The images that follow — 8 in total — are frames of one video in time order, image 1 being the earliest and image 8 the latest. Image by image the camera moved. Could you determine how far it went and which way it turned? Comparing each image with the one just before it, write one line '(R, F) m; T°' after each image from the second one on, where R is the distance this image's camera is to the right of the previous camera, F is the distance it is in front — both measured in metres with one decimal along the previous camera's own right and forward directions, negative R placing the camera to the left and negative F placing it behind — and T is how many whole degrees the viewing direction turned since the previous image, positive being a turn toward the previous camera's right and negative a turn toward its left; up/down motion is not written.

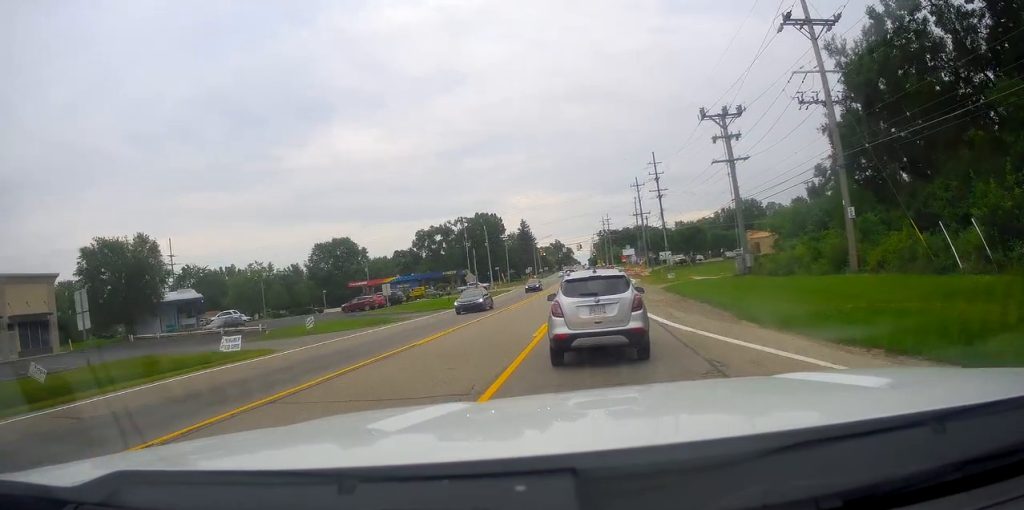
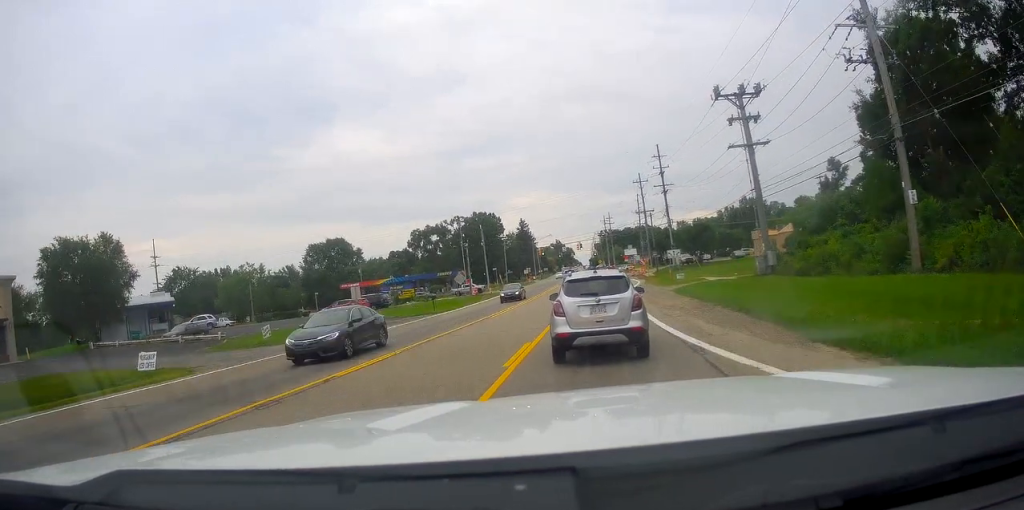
(0.0, +5.2) m; 0°
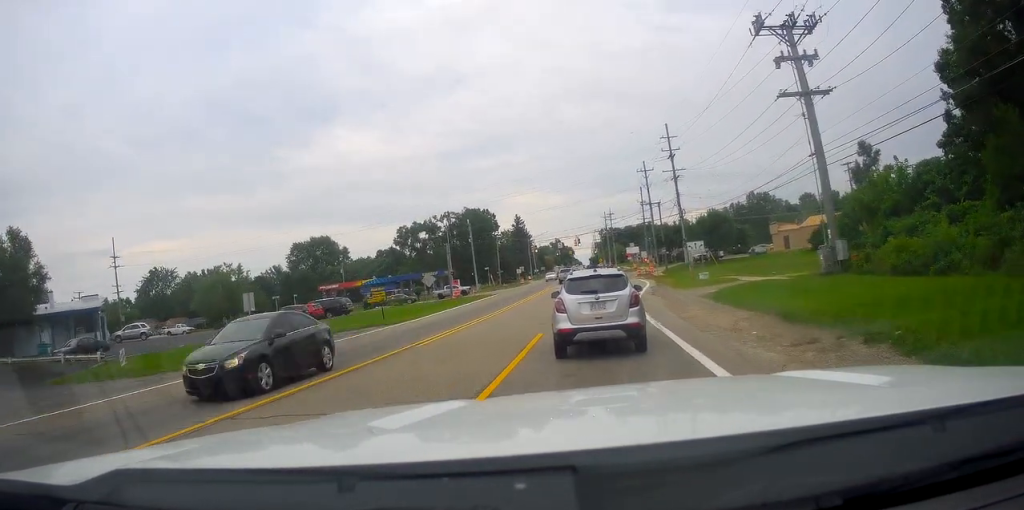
(0.0, +10.7) m; 0°
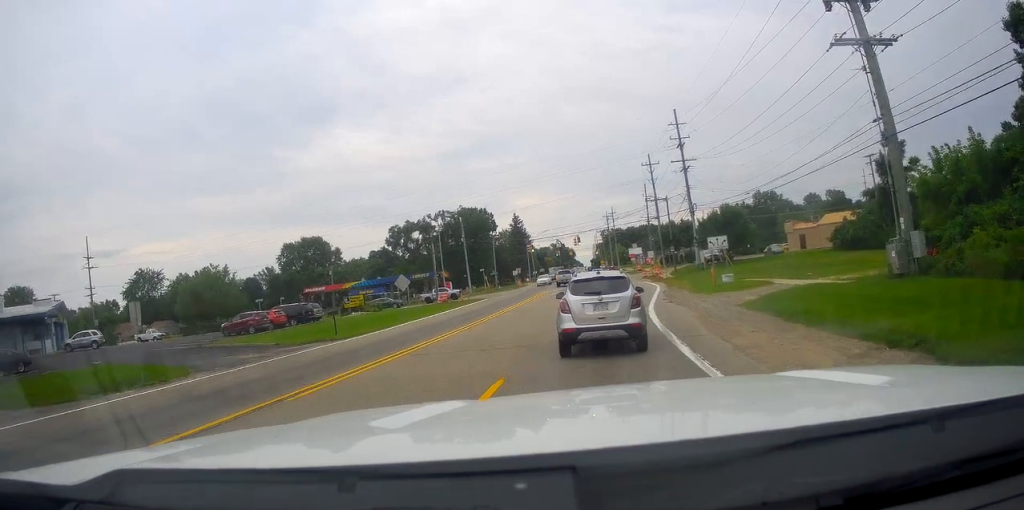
(0.0, +7.1) m; -4°
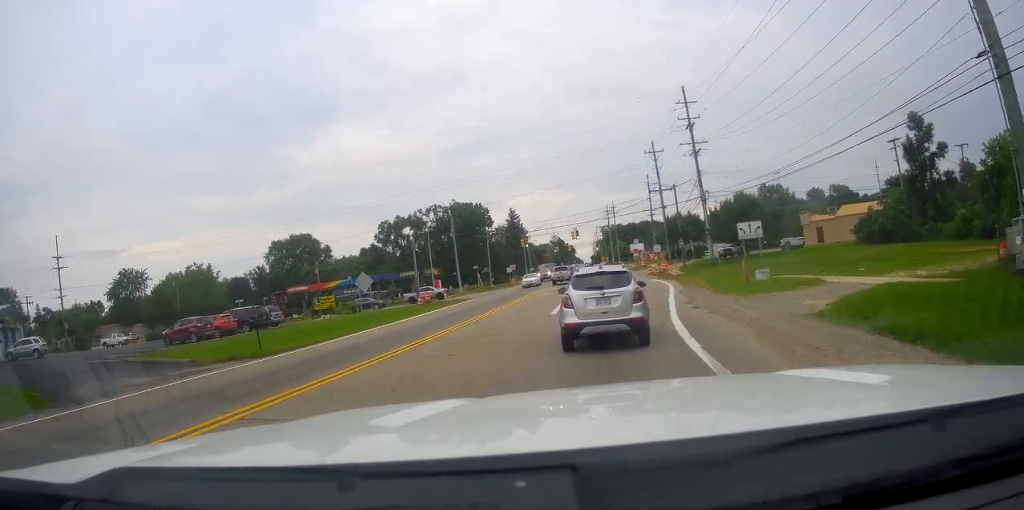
(-0.4, +7.0) m; -1°
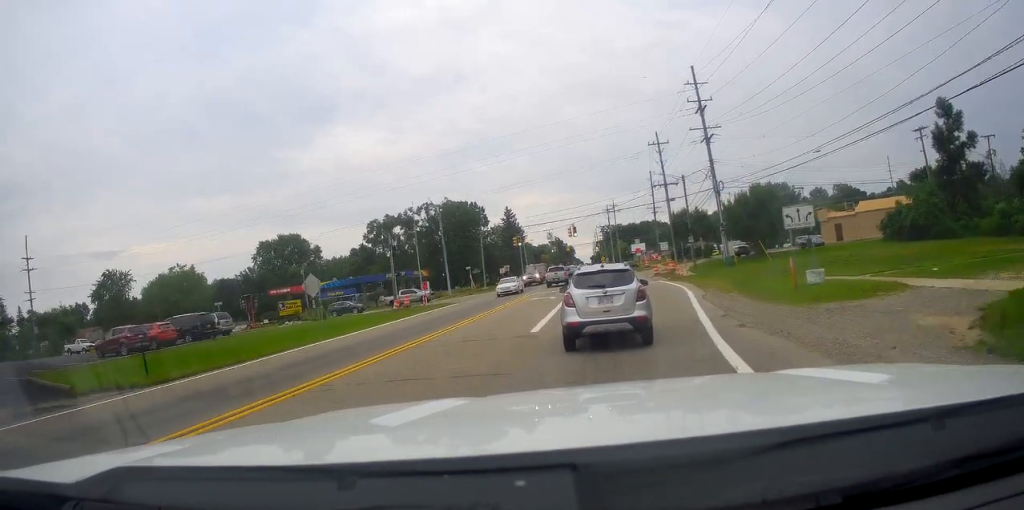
(-0.1, +6.4) m; +1°
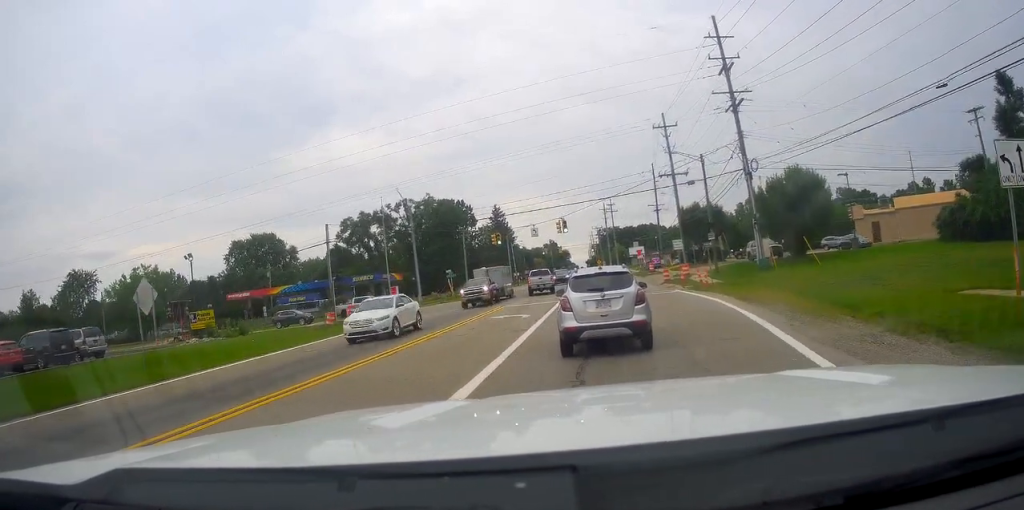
(+0.7, +11.8) m; +3°
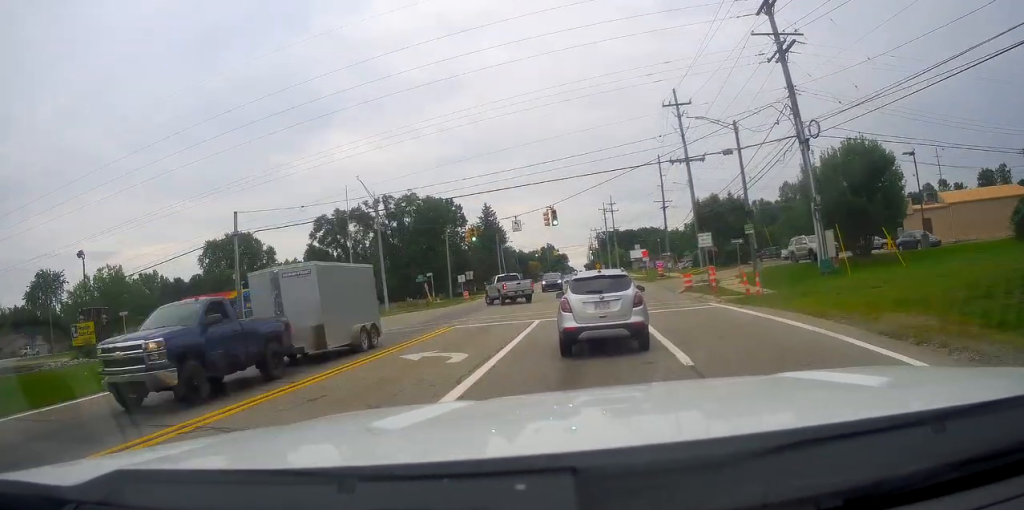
(0.0, +11.8) m; 0°
